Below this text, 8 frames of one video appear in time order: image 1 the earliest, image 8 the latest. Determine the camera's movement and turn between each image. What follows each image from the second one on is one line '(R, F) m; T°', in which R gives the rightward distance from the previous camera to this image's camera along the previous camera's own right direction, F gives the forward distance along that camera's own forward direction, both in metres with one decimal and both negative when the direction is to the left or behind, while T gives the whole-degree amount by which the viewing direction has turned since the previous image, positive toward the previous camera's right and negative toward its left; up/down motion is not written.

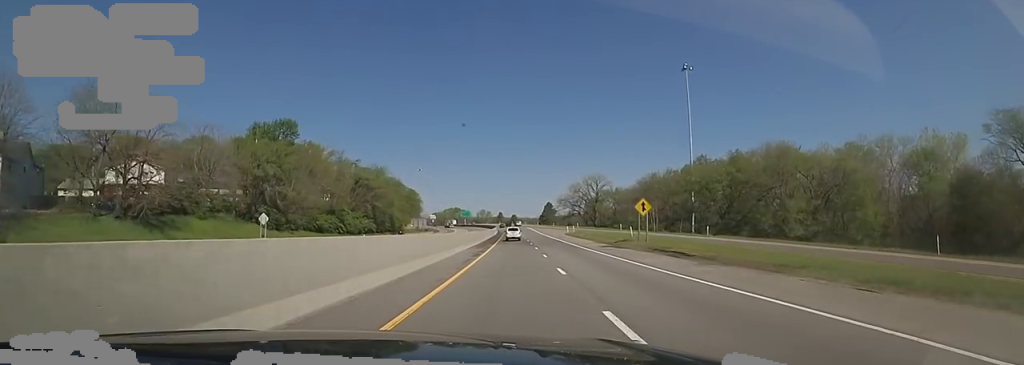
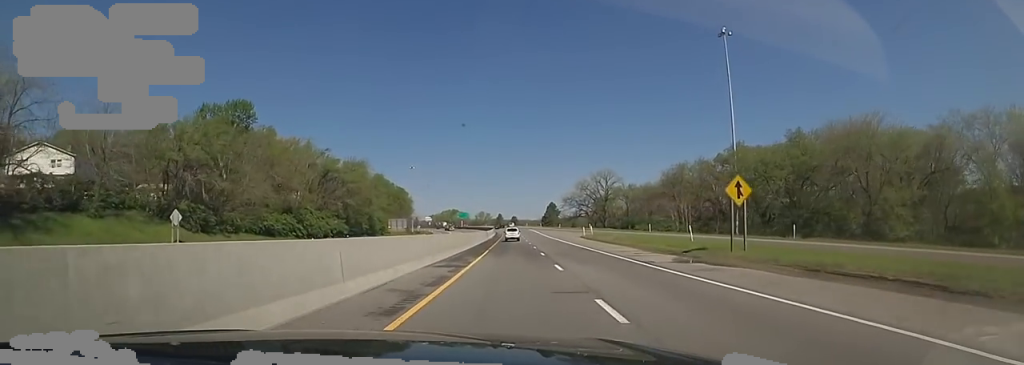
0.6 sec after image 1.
(+0.6, +18.0) m; 0°
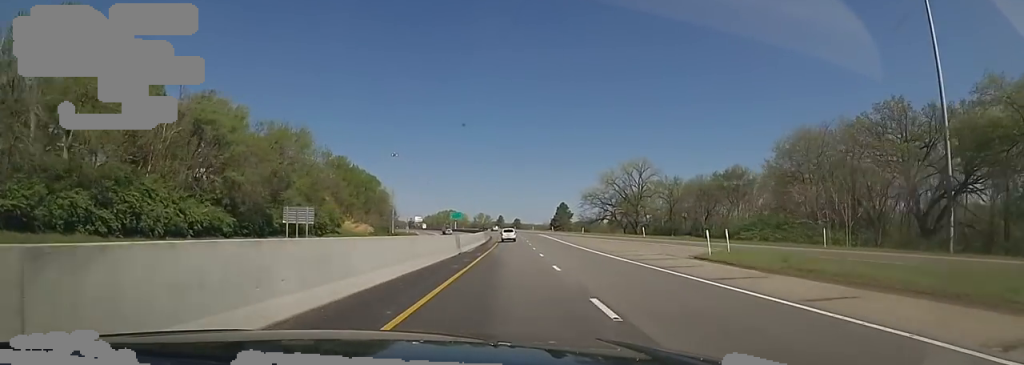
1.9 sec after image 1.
(-0.7, +38.5) m; 0°
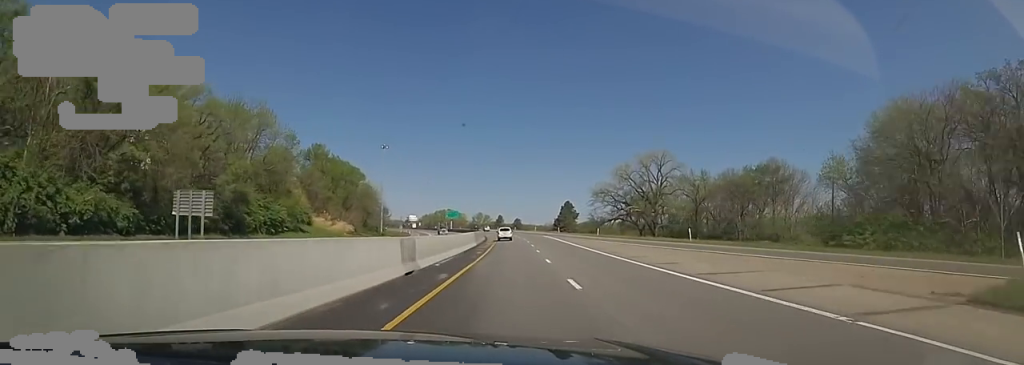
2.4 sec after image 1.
(+0.5, +15.5) m; 0°
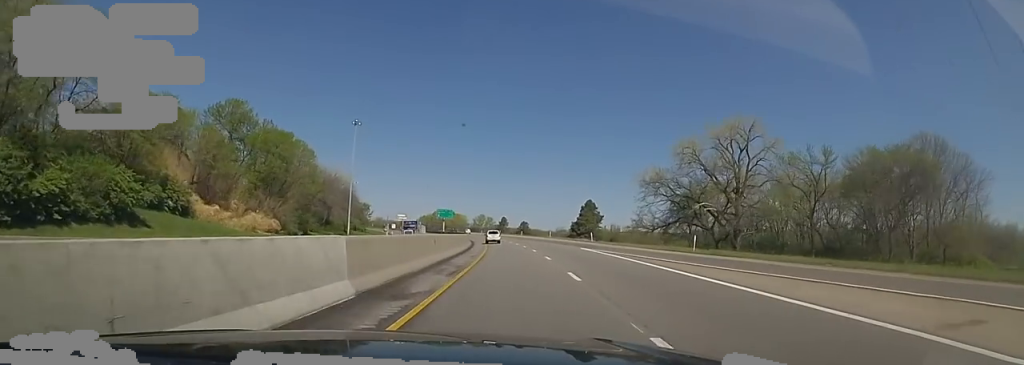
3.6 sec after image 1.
(-0.5, +37.7) m; -3°
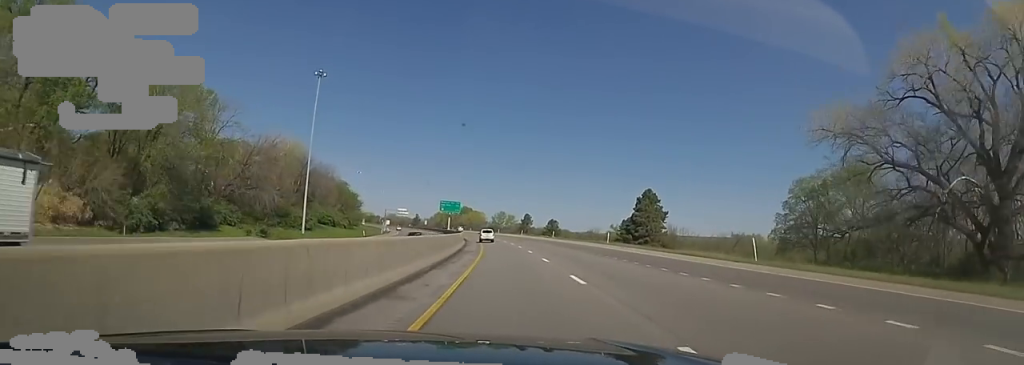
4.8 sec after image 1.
(-0.9, +40.3) m; -1°
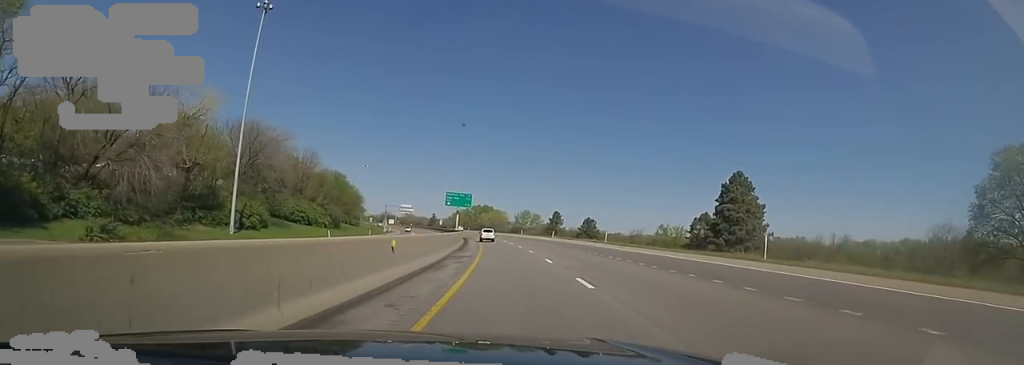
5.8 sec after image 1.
(+0.6, +30.9) m; -2°
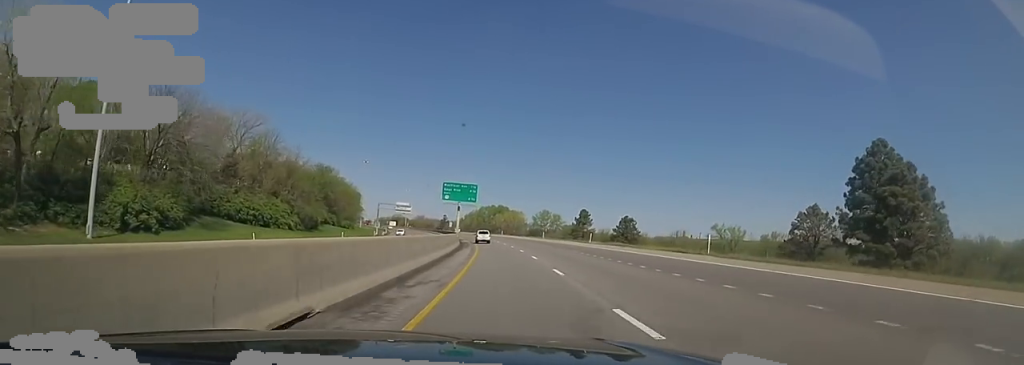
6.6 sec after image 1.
(-1.2, +25.6) m; -4°
